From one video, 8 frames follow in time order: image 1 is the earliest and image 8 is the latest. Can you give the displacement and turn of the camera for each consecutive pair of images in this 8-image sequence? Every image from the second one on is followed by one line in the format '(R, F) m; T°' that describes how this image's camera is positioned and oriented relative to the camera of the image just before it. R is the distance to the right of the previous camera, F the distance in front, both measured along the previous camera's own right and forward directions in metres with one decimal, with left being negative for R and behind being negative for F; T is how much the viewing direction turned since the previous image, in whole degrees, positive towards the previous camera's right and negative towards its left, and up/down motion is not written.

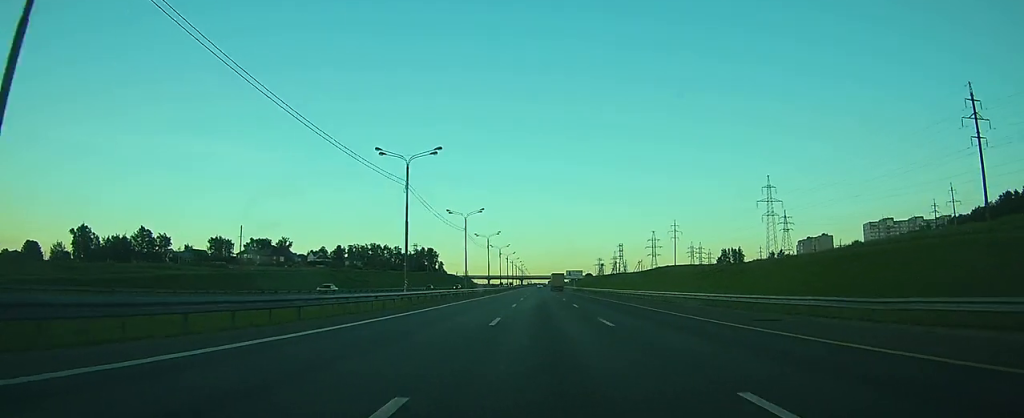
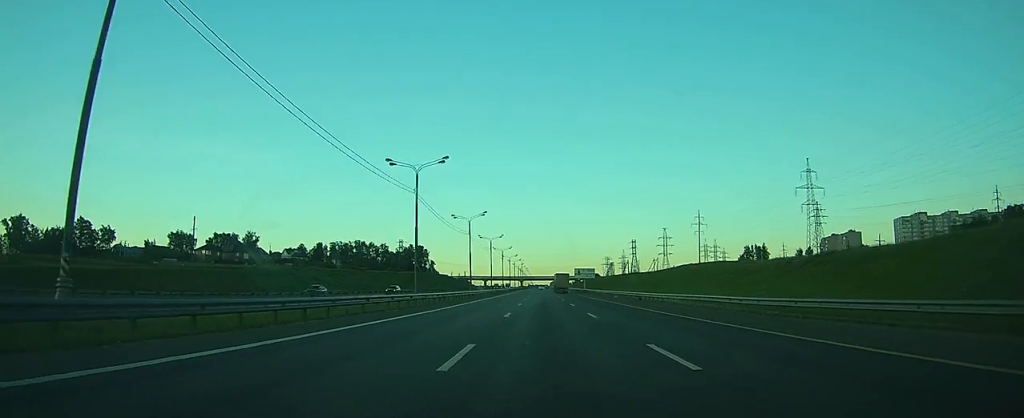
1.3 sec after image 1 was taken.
(0.0, +41.5) m; 0°
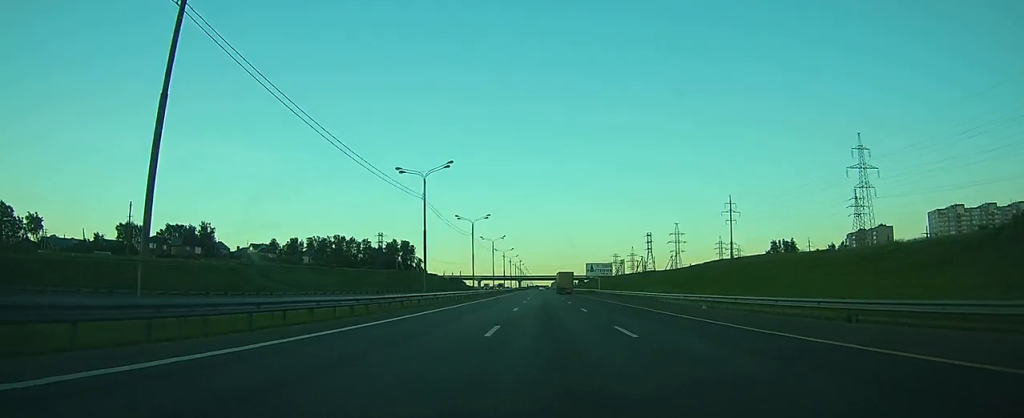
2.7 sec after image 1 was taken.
(0.0, +41.5) m; 0°
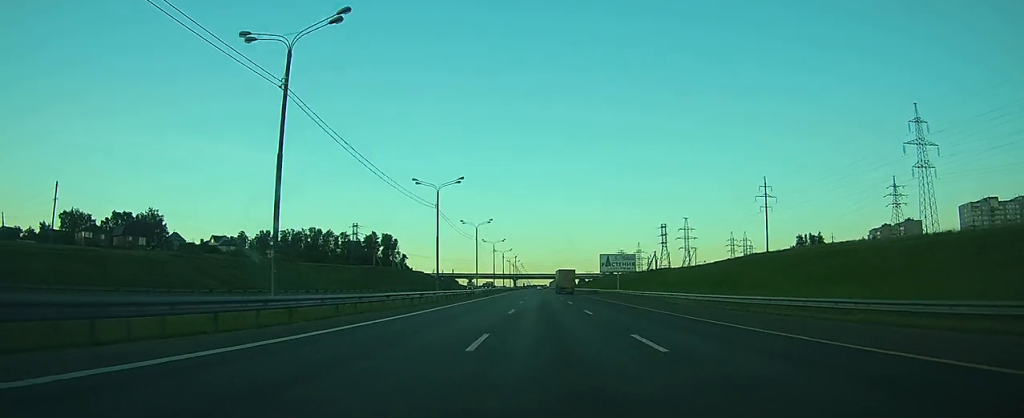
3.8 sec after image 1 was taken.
(0.0, +35.3) m; 0°
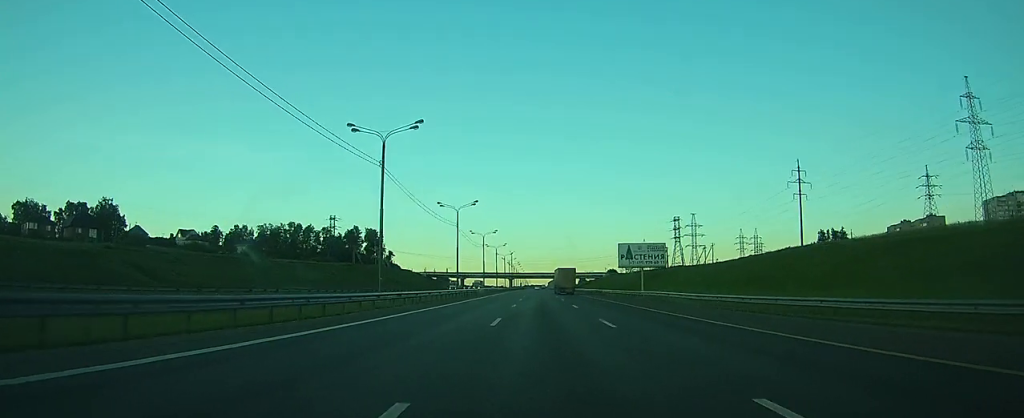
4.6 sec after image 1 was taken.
(0.0, +25.0) m; 0°
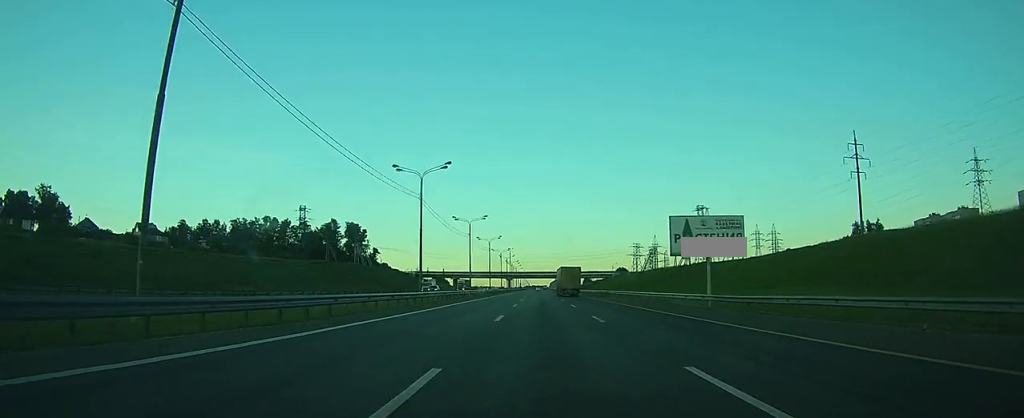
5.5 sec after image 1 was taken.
(0.0, +29.2) m; 0°
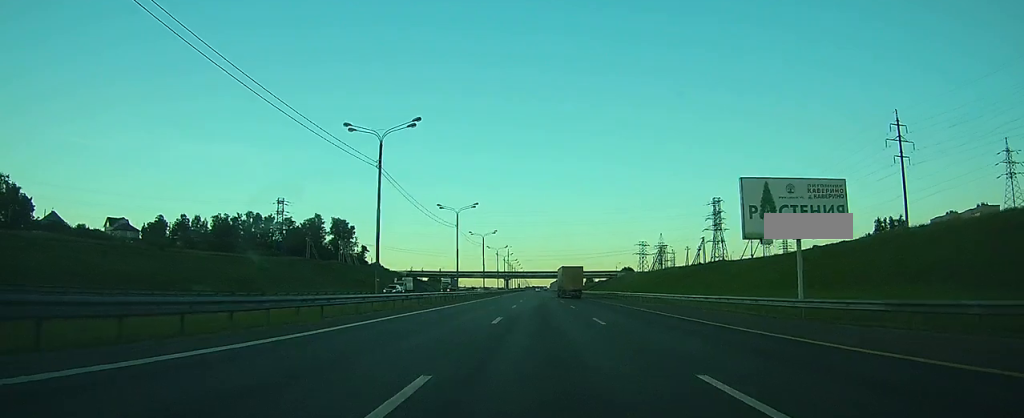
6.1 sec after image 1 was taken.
(0.0, +16.7) m; 0°
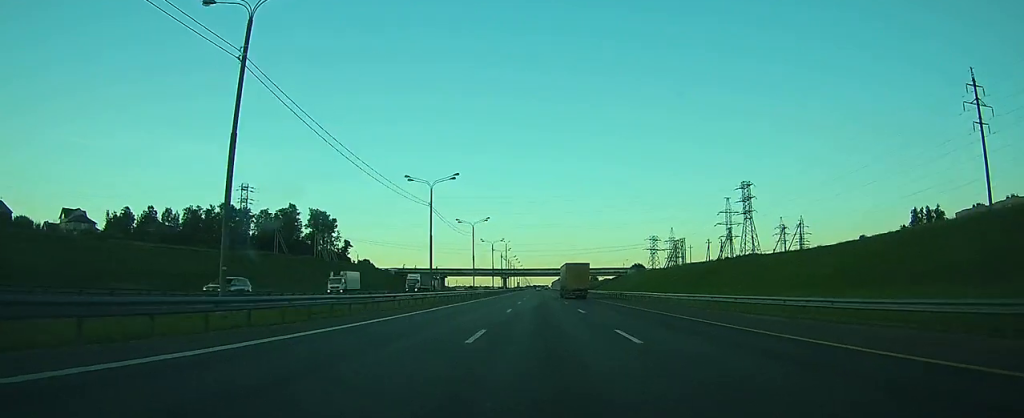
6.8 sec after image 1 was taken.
(0.0, +23.0) m; 0°
